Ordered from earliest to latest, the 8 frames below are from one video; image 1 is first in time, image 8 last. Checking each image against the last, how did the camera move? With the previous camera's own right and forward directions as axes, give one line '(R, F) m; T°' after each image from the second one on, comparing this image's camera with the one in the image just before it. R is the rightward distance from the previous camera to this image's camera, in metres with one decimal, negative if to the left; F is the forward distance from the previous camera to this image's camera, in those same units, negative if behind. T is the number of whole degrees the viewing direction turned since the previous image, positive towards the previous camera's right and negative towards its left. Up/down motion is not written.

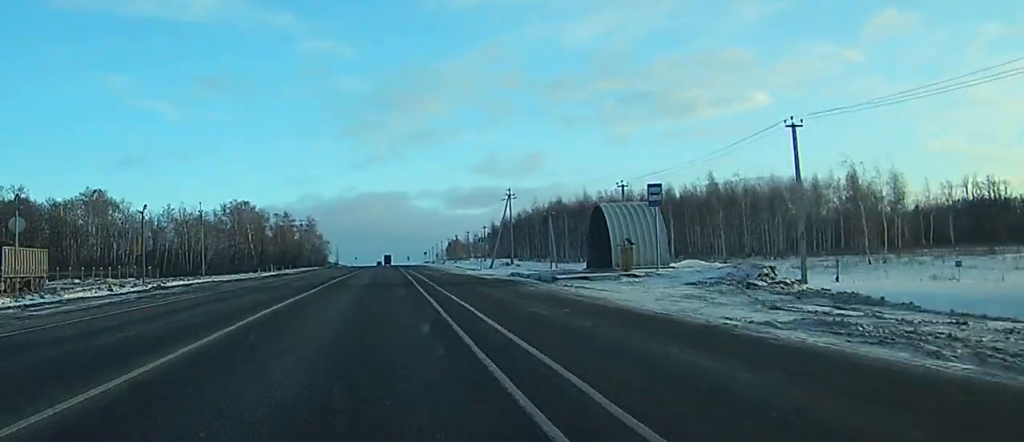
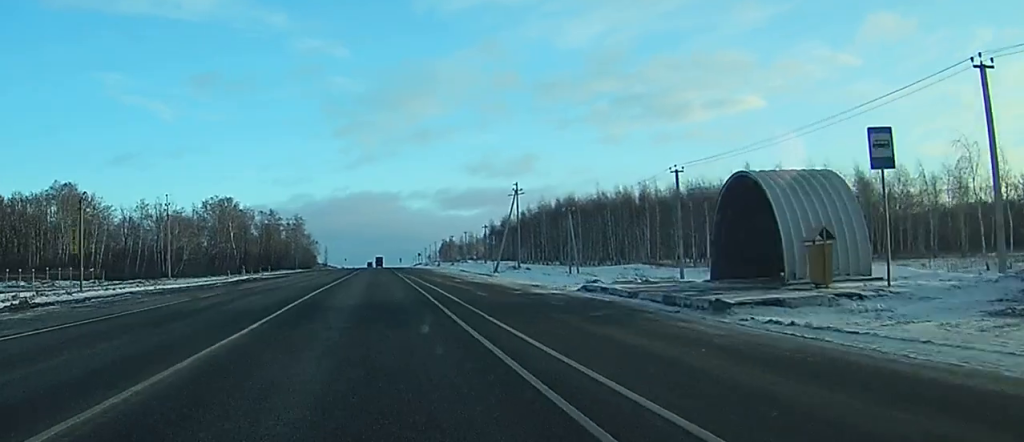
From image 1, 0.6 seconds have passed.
(-0.1, +16.6) m; 0°
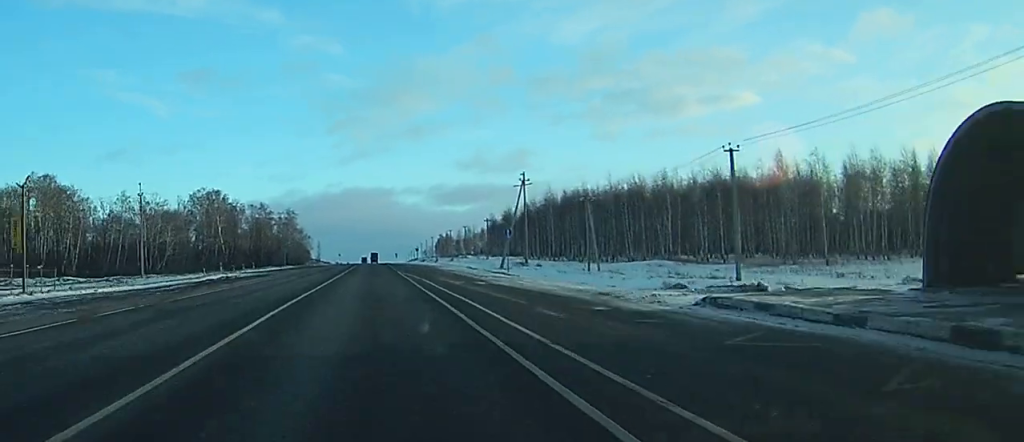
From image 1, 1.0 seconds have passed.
(-0.1, +11.1) m; 0°
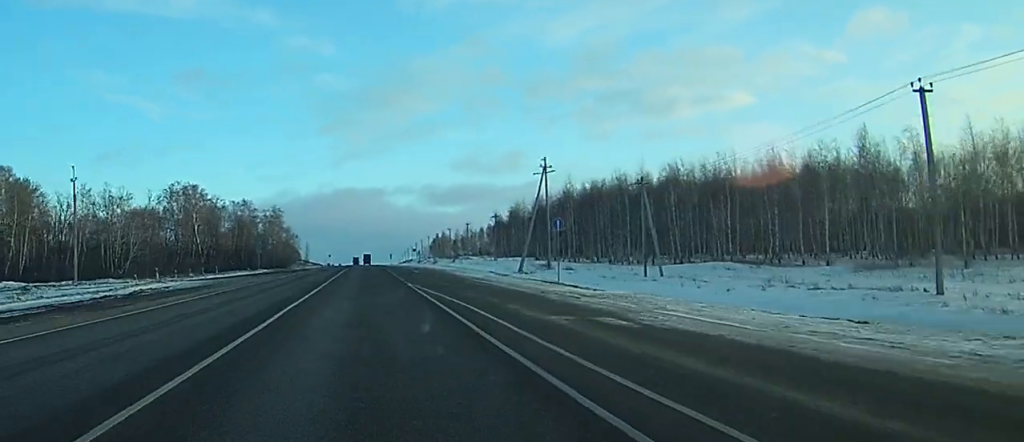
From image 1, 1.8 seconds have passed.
(+0.2, +21.4) m; +1°
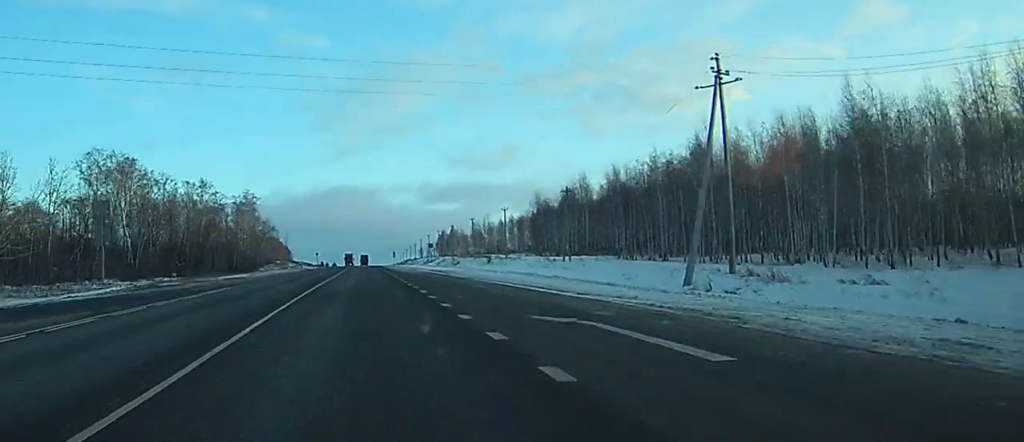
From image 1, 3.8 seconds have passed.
(+0.5, +57.7) m; +1°
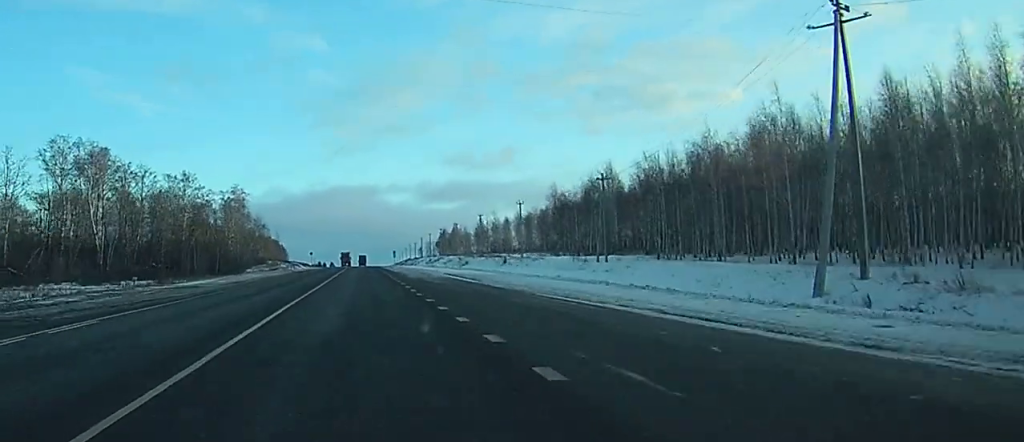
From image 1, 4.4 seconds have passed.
(+0.1, +15.8) m; 0°
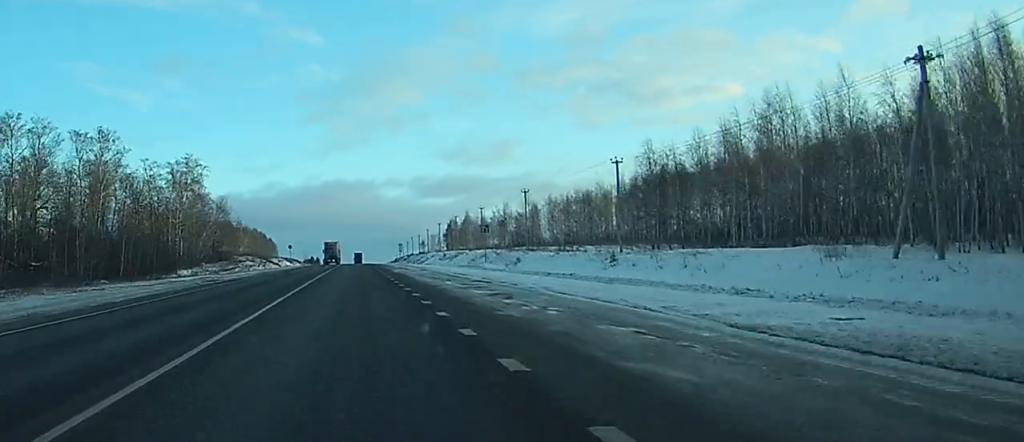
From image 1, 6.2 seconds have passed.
(+0.2, +51.0) m; 0°
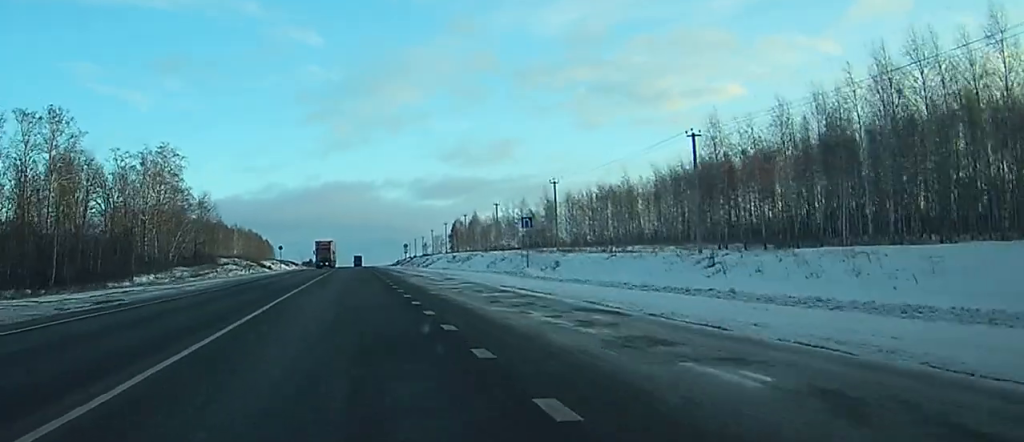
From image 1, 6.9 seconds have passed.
(-0.1, +18.5) m; 0°
